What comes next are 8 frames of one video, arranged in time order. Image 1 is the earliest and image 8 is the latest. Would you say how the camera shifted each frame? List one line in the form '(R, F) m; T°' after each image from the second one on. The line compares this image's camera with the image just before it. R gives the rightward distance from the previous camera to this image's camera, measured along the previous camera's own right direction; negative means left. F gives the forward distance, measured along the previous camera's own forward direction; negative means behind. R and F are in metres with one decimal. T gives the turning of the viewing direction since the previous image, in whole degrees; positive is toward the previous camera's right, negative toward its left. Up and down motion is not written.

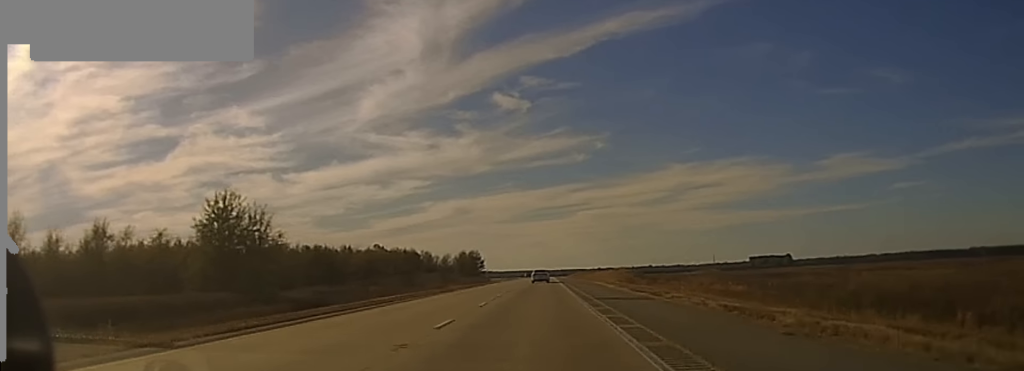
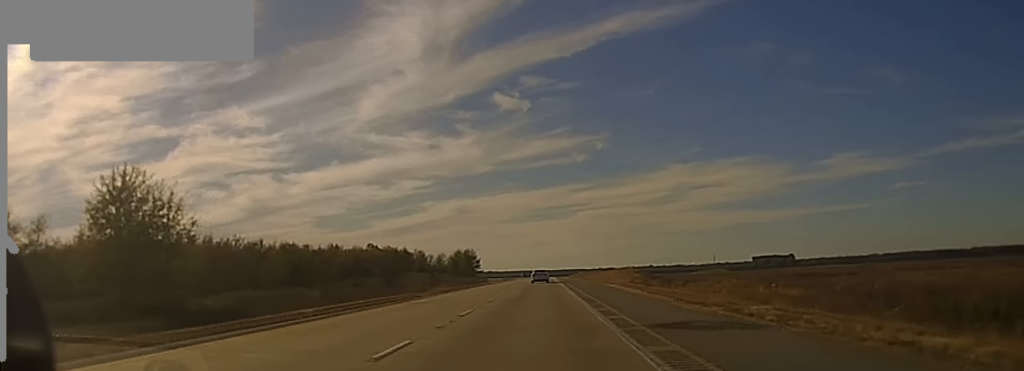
(0.0, +20.9) m; 0°
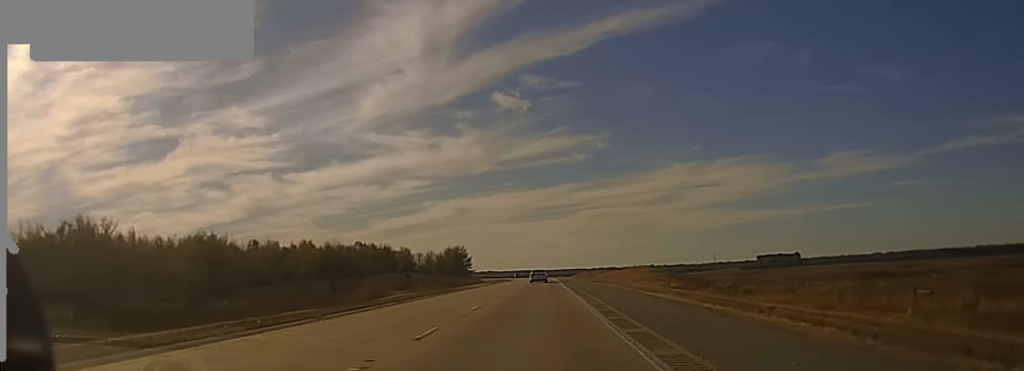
(-0.1, +30.0) m; 0°
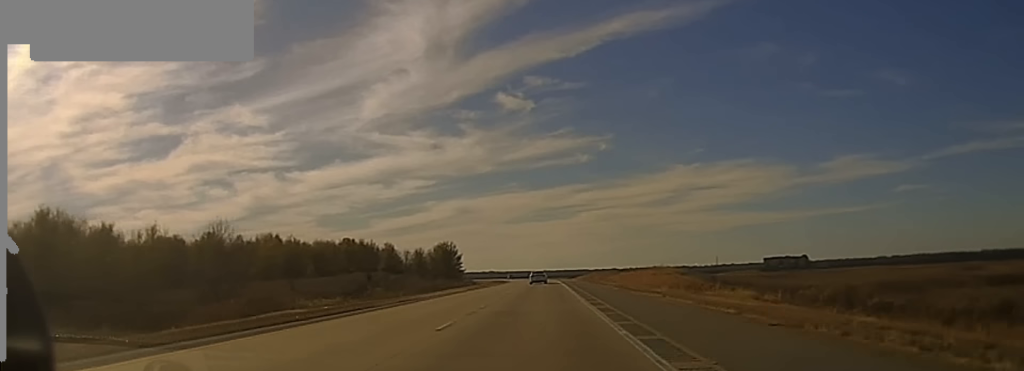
(0.0, +29.1) m; 0°
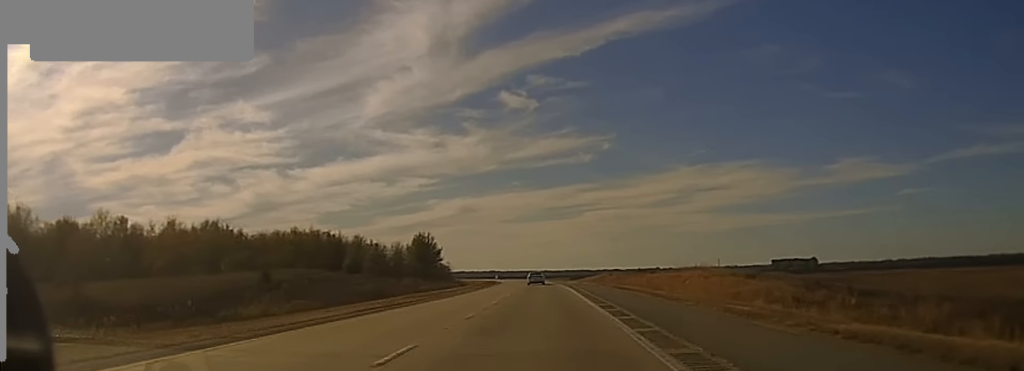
(+0.1, +40.0) m; +1°
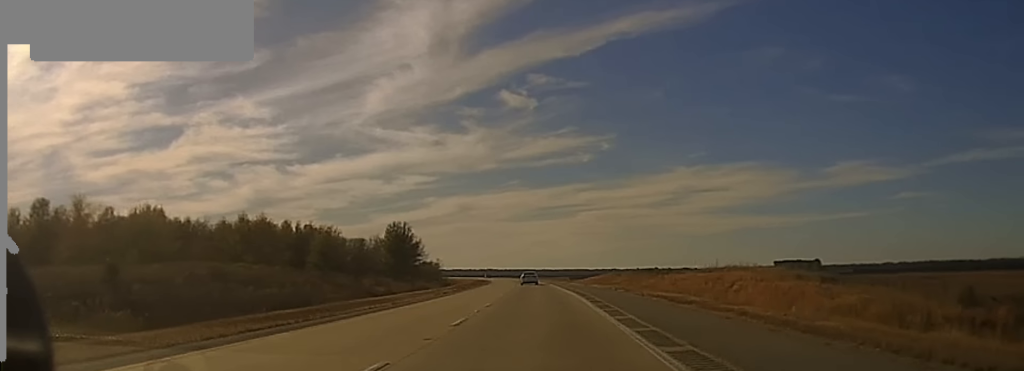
(+0.1, +24.9) m; 0°
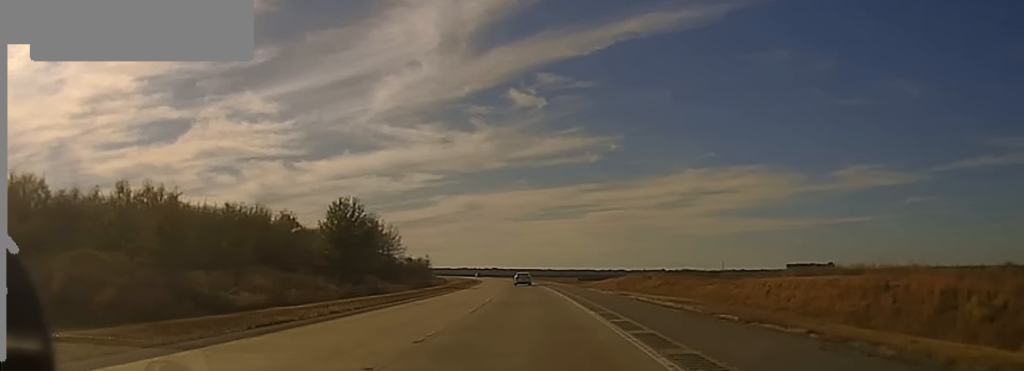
(-0.1, +43.2) m; -1°
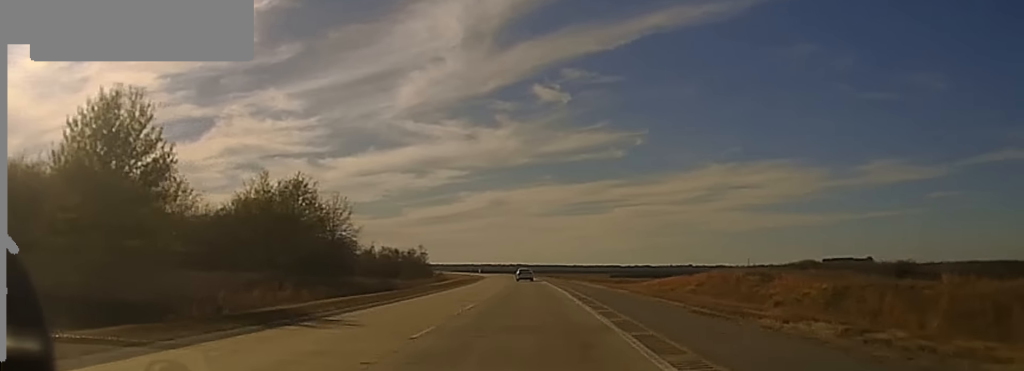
(-1.0, +69.0) m; -1°
